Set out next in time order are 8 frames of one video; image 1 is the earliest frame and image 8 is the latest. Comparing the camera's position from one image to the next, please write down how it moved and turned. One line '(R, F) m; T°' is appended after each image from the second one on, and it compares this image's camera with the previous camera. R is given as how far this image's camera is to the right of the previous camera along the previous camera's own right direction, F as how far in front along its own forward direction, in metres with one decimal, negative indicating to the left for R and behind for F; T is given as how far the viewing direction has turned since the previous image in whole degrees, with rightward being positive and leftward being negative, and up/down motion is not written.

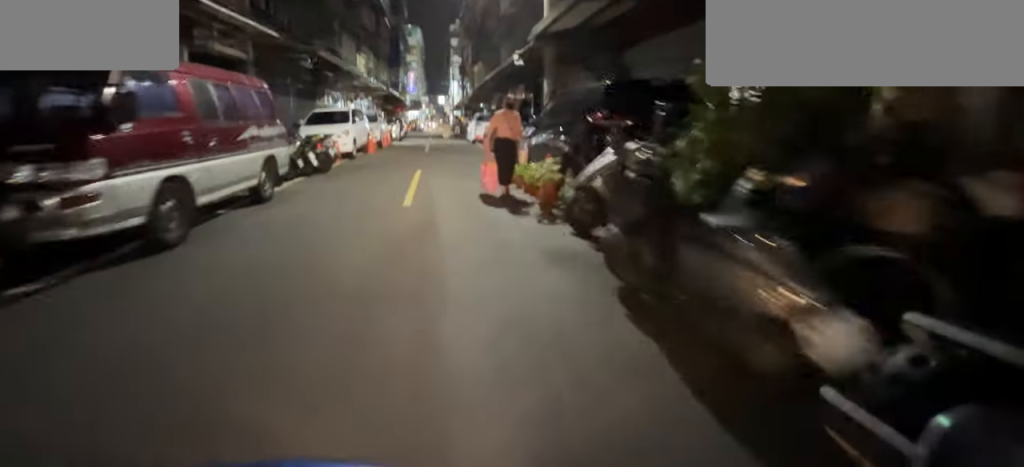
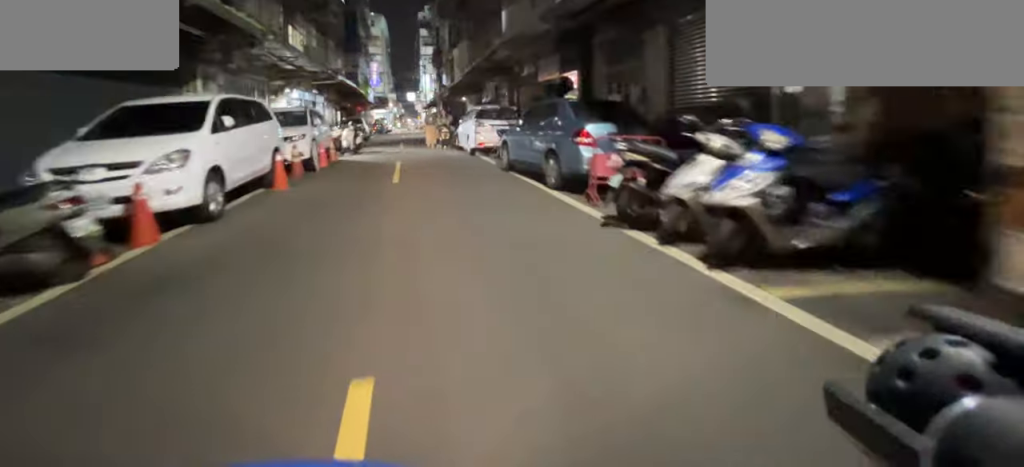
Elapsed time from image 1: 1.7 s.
(-0.1, +8.1) m; -2°
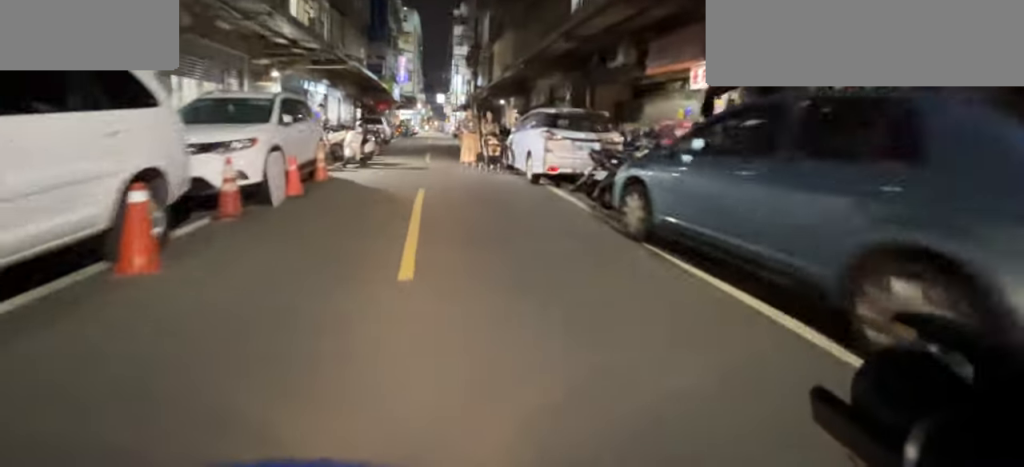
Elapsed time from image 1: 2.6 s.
(-0.1, +4.5) m; -1°
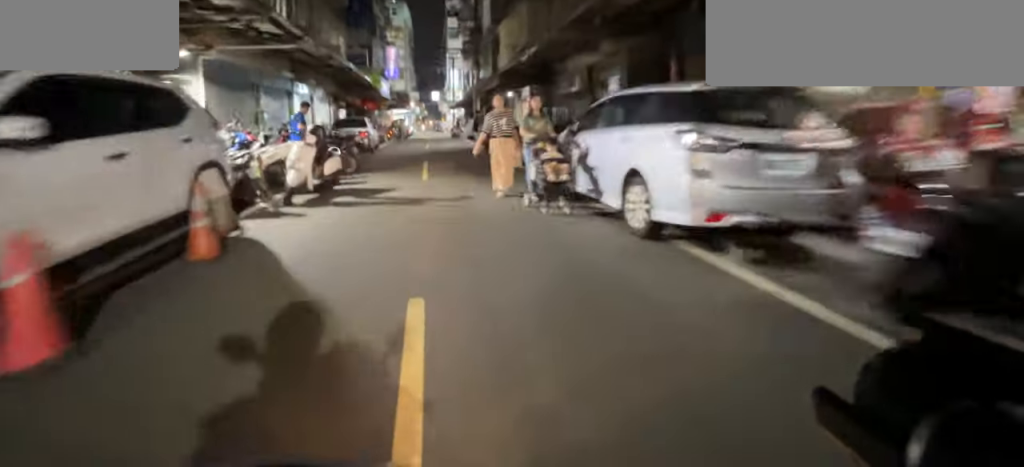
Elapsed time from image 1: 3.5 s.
(0.0, +4.0) m; 0°
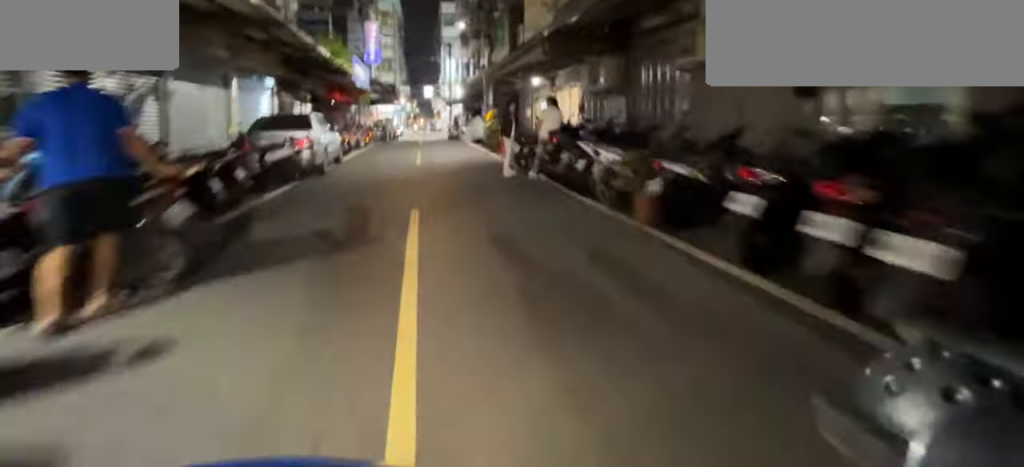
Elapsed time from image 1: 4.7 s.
(0.0, +6.5) m; 0°
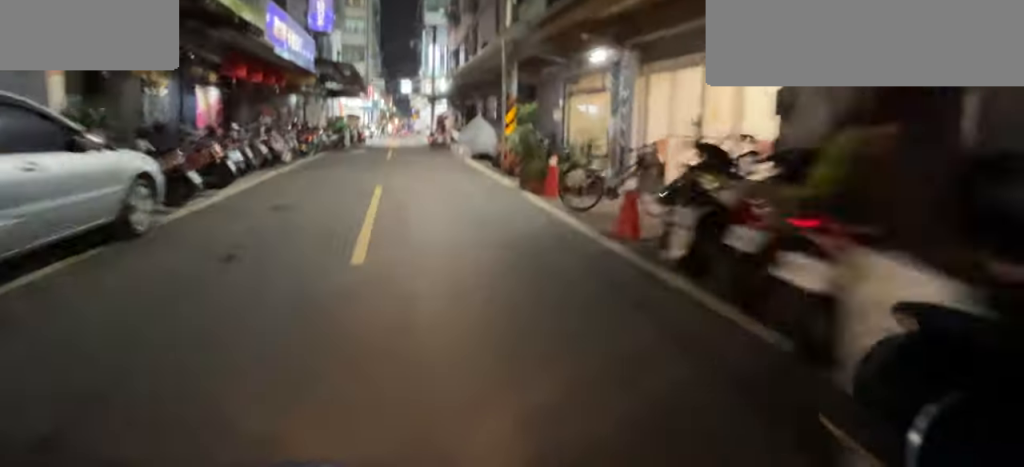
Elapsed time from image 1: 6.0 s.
(0.0, +7.2) m; -1°
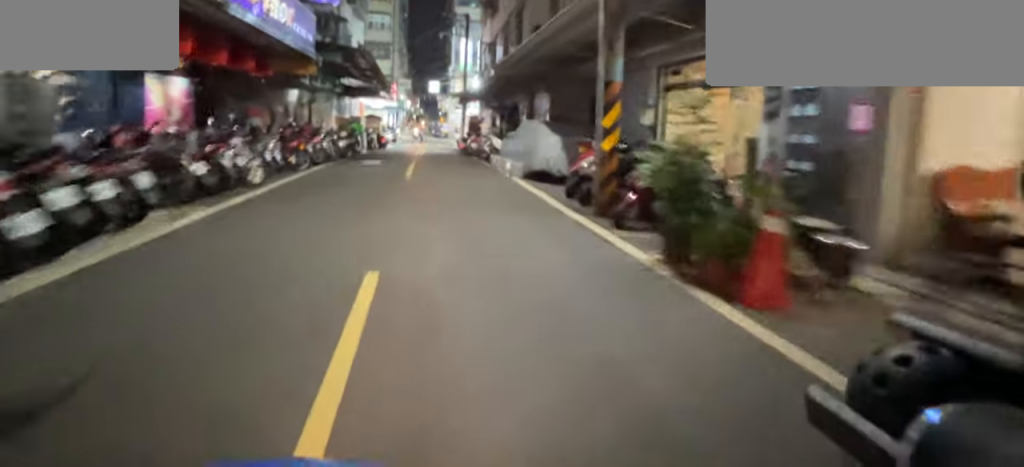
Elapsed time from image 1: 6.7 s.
(0.0, +4.0) m; -1°
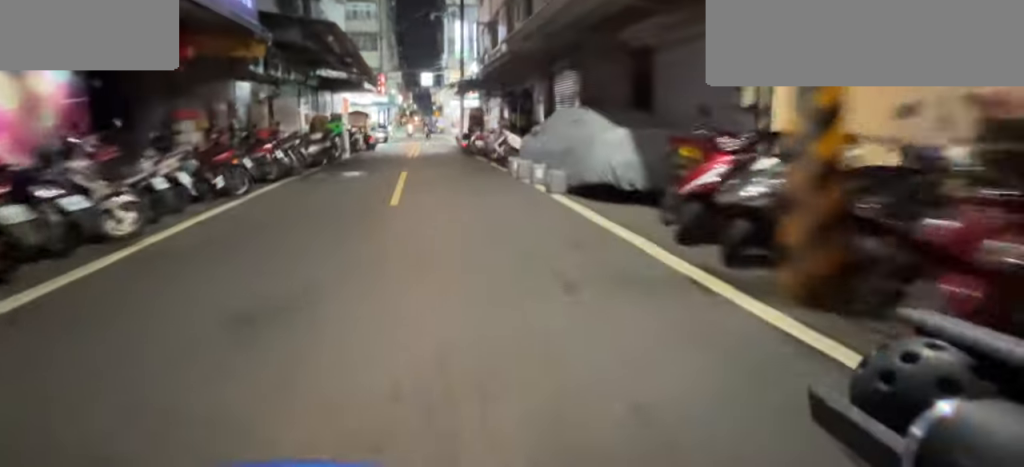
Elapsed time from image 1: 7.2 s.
(0.0, +3.4) m; 0°
